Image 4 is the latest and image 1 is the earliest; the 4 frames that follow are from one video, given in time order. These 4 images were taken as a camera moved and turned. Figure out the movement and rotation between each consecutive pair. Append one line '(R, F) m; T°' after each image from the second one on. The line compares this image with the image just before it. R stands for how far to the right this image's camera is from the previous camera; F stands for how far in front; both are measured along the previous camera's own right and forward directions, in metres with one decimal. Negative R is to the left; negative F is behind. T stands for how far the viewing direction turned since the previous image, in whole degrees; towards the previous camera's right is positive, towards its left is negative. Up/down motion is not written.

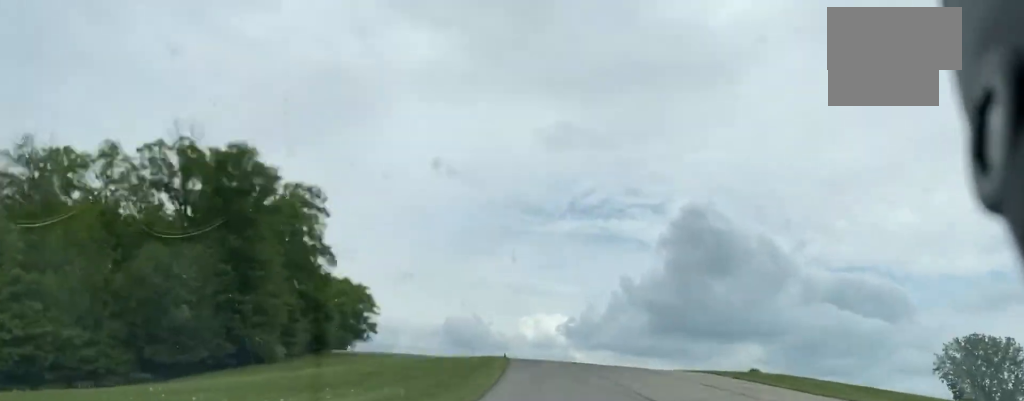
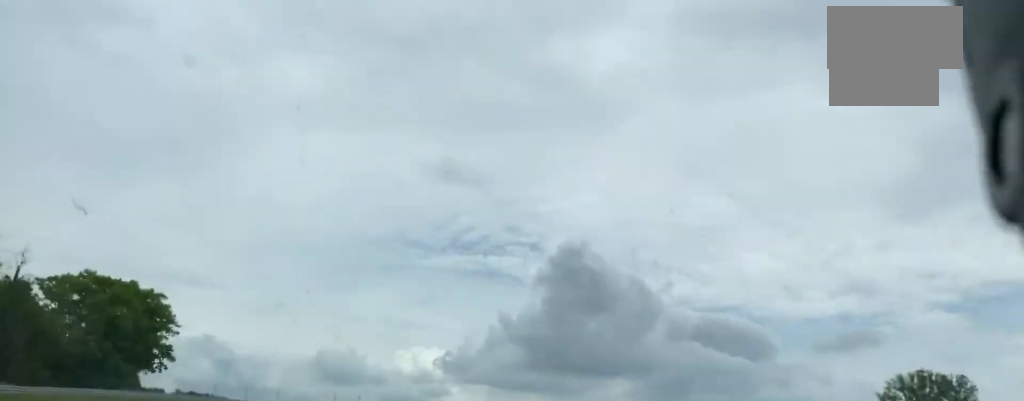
(+0.2, +54.3) m; +9°
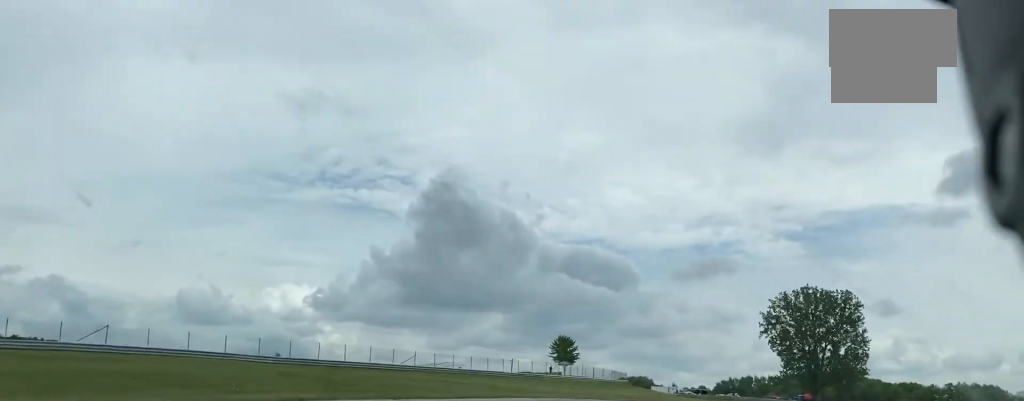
(+2.7, +26.6) m; +14°
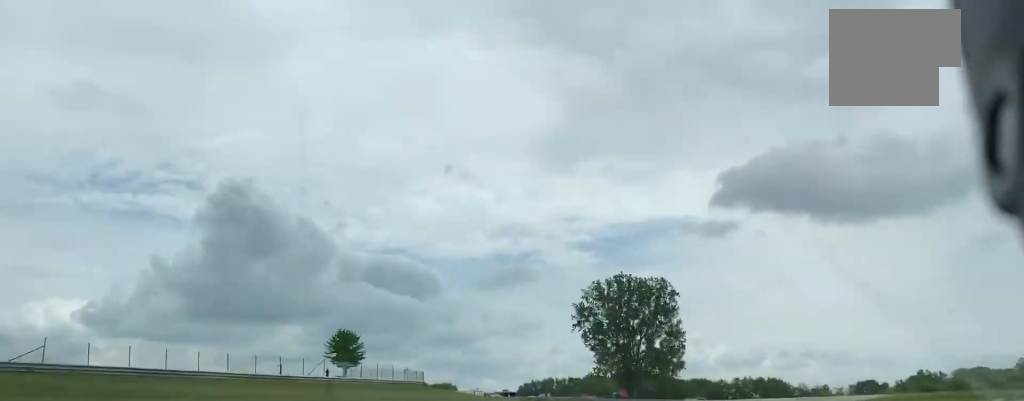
(+4.9, +30.1) m; +16°
